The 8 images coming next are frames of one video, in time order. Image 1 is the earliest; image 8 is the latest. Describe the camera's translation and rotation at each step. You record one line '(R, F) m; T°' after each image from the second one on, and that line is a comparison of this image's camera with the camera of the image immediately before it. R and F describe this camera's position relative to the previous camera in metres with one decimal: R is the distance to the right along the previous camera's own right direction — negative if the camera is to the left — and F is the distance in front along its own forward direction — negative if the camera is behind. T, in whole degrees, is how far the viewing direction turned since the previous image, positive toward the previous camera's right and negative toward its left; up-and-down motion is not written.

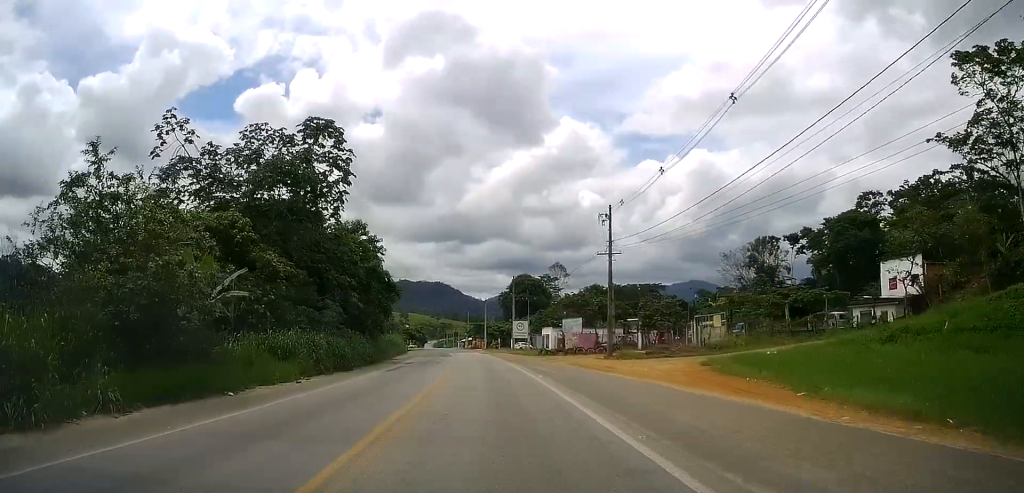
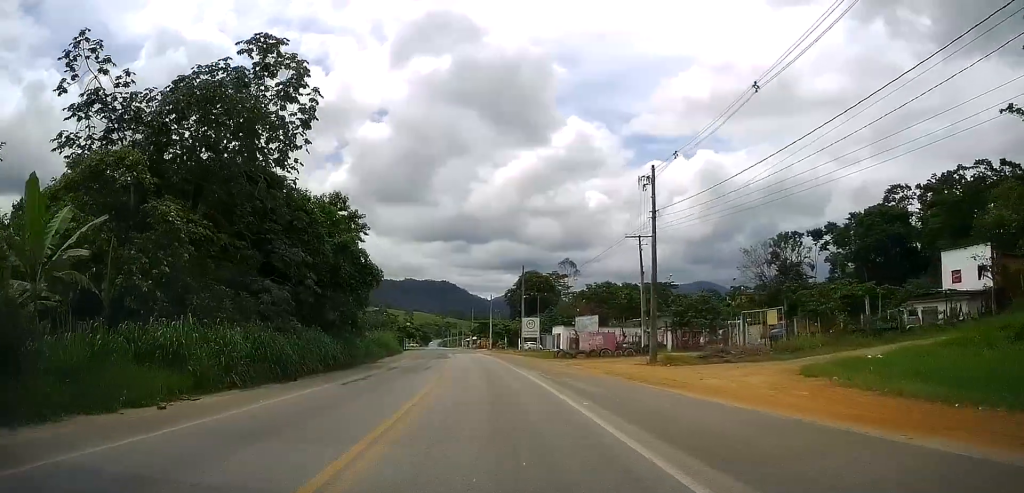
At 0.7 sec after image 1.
(-0.1, +9.7) m; -1°
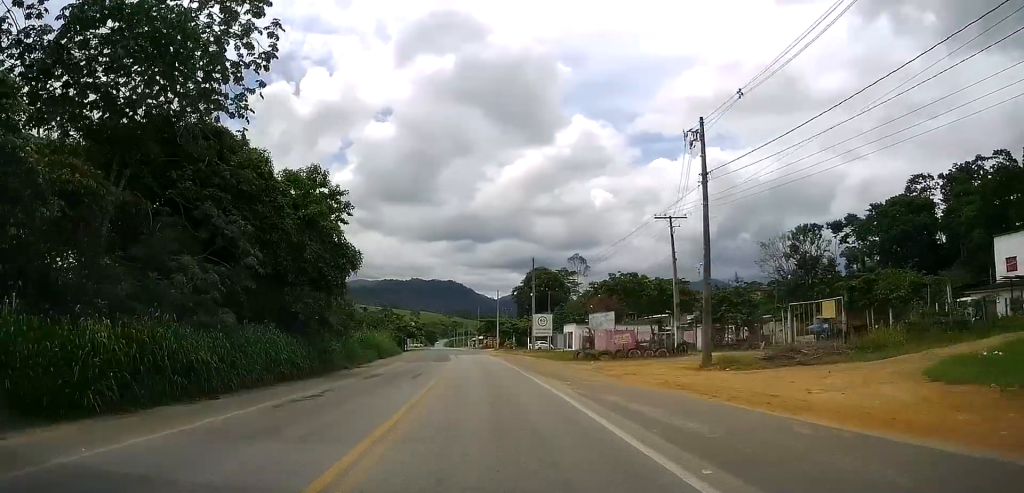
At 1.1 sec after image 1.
(-0.1, +7.0) m; -1°
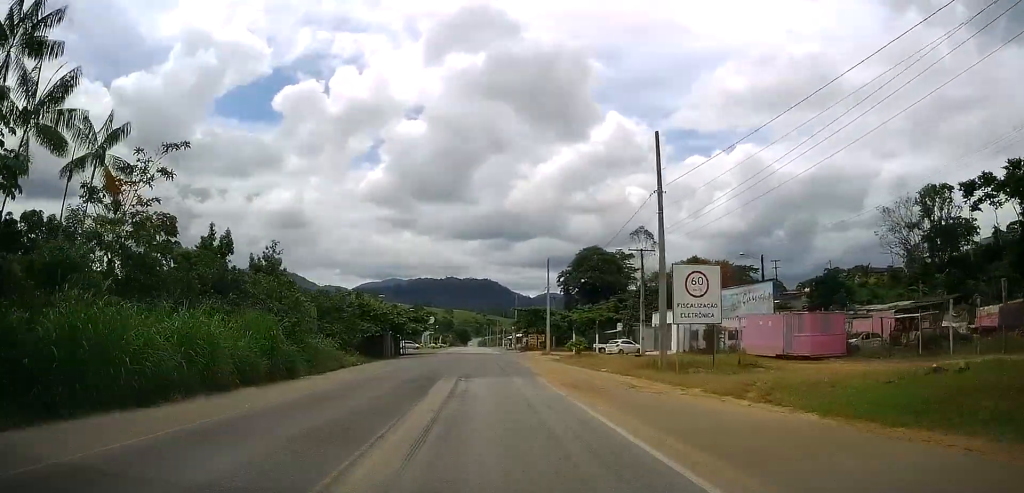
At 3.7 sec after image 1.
(-0.9, +38.2) m; -2°
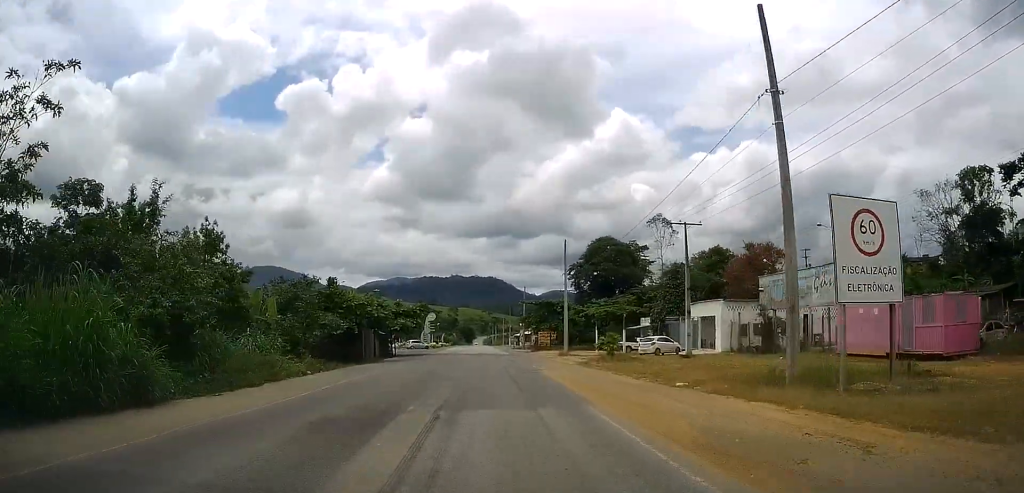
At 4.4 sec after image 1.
(+0.1, +10.6) m; -1°
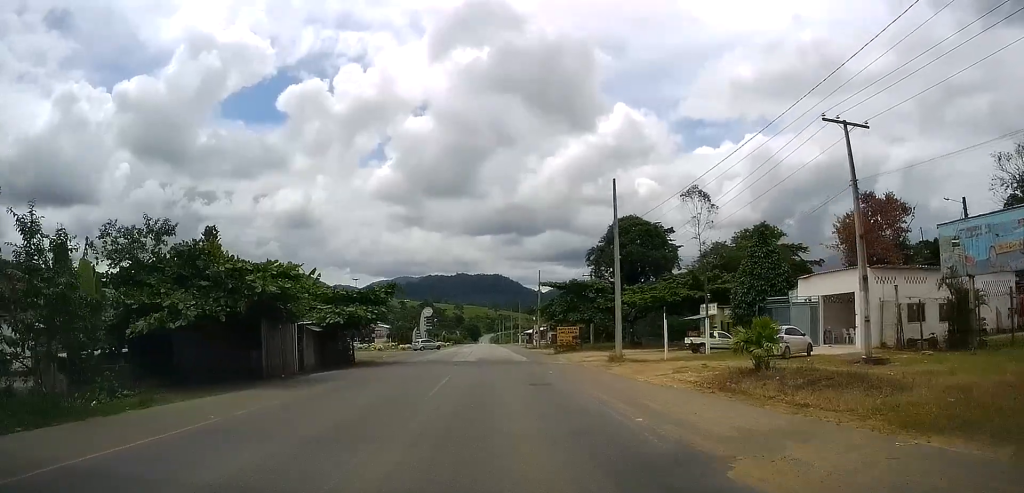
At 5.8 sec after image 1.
(-0.8, +20.1) m; -1°
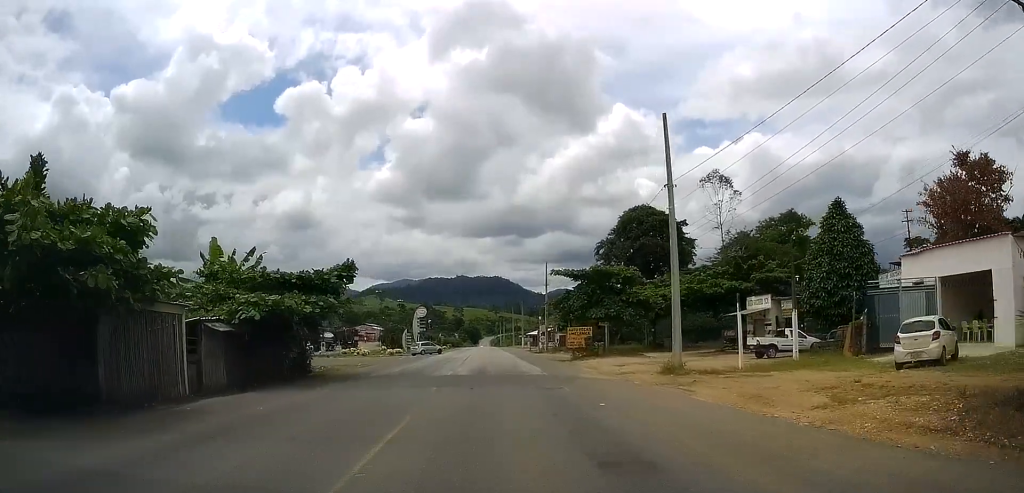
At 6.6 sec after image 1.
(+0.1, +11.1) m; +1°
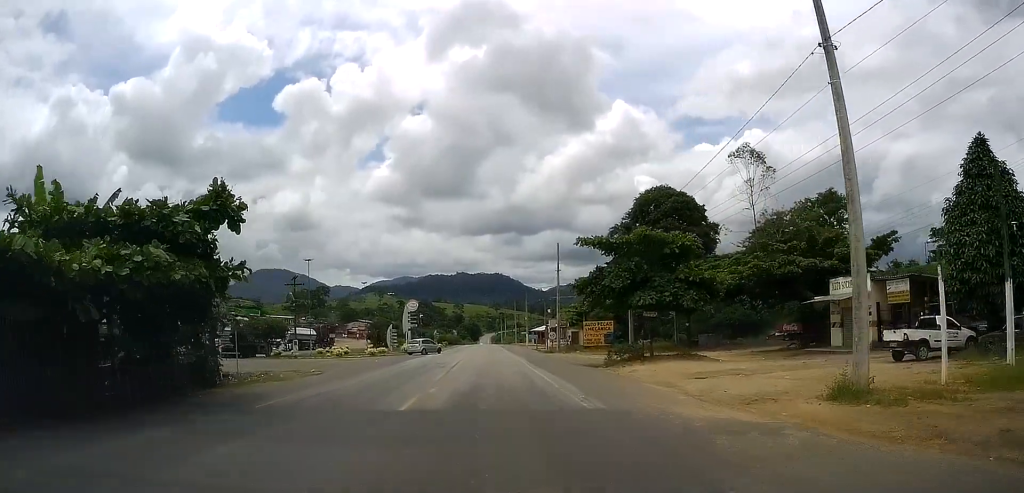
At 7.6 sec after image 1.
(+0.2, +13.3) m; 0°
